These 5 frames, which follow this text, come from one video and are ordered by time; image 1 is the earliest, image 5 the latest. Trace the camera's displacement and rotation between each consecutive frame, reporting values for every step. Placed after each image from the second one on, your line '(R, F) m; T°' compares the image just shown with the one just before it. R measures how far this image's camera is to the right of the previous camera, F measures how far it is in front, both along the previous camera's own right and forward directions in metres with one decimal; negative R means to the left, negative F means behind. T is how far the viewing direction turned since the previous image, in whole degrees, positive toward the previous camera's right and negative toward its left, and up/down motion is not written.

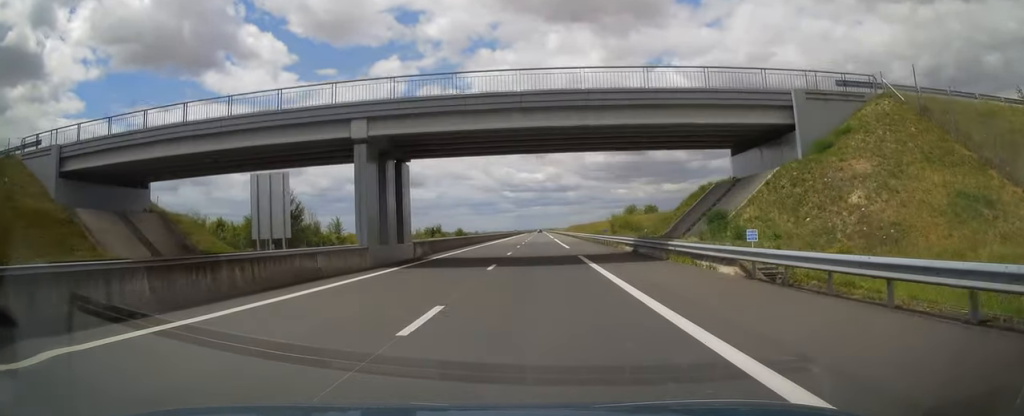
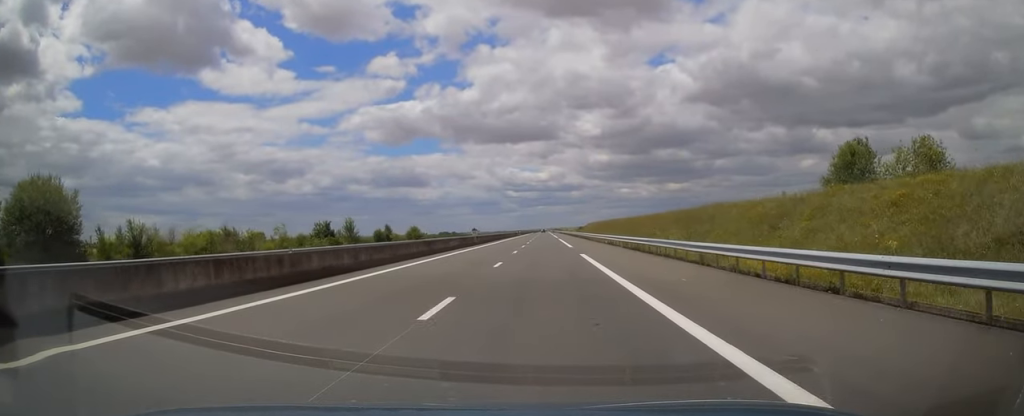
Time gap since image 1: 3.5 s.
(+0.5, +101.8) m; 0°
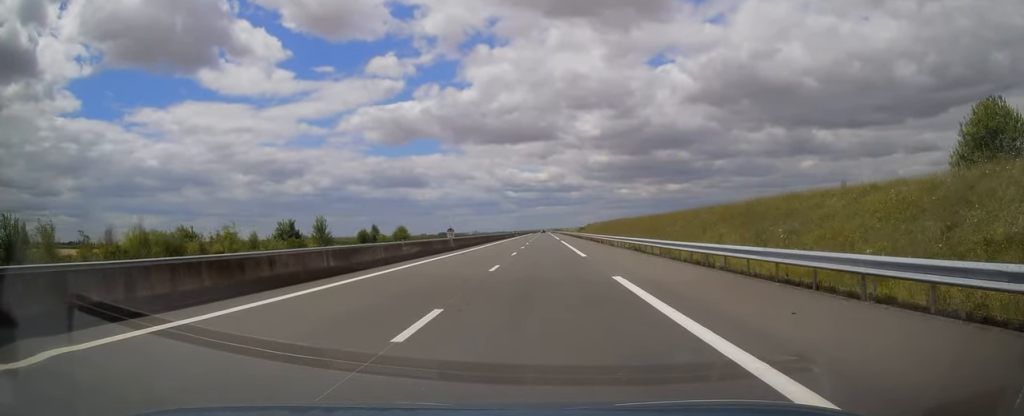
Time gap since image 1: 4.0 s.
(-0.3, +14.7) m; 0°
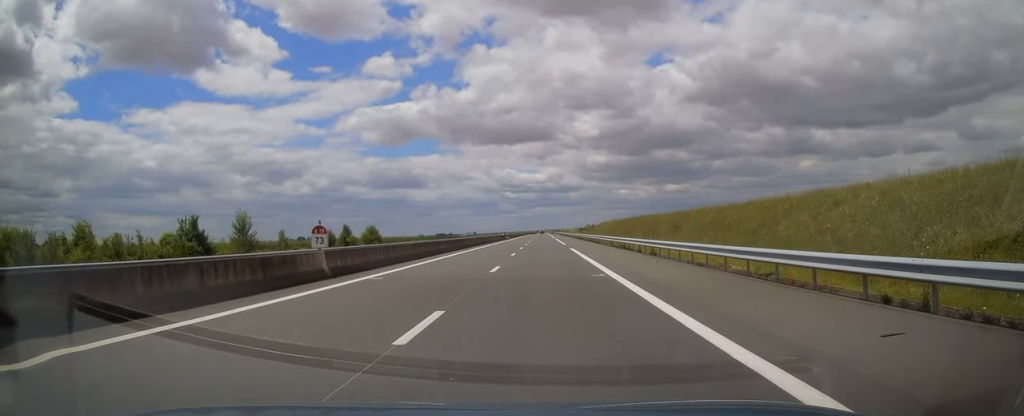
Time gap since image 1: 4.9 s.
(+0.3, +25.8) m; +1°
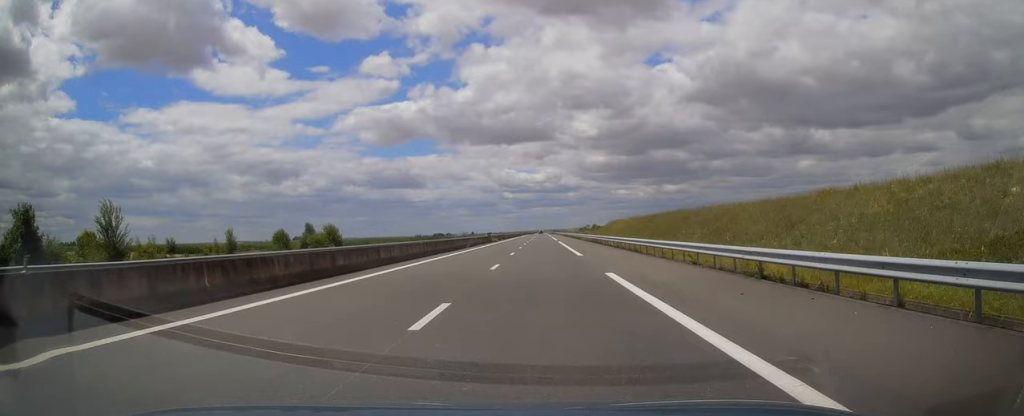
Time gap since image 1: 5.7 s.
(+0.3, +24.8) m; 0°
